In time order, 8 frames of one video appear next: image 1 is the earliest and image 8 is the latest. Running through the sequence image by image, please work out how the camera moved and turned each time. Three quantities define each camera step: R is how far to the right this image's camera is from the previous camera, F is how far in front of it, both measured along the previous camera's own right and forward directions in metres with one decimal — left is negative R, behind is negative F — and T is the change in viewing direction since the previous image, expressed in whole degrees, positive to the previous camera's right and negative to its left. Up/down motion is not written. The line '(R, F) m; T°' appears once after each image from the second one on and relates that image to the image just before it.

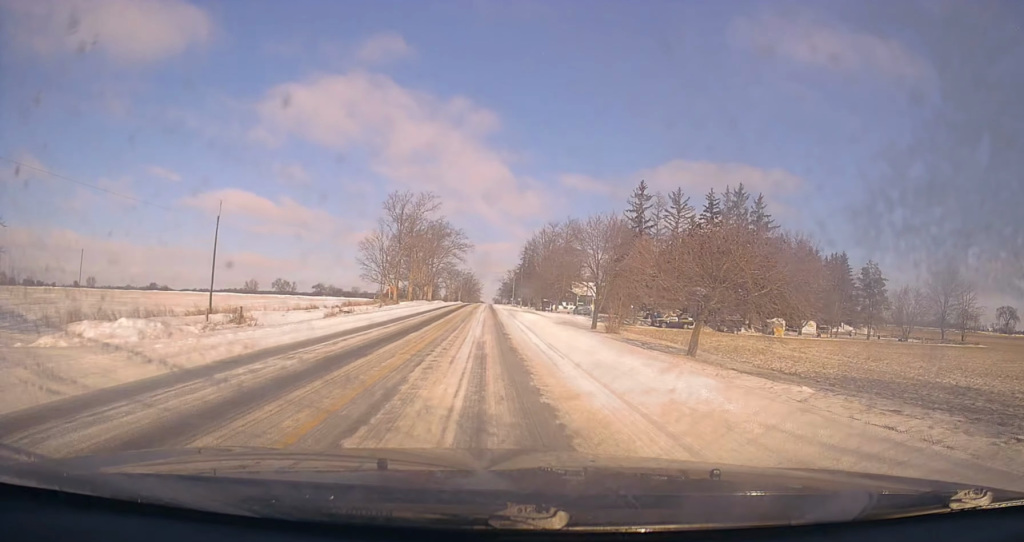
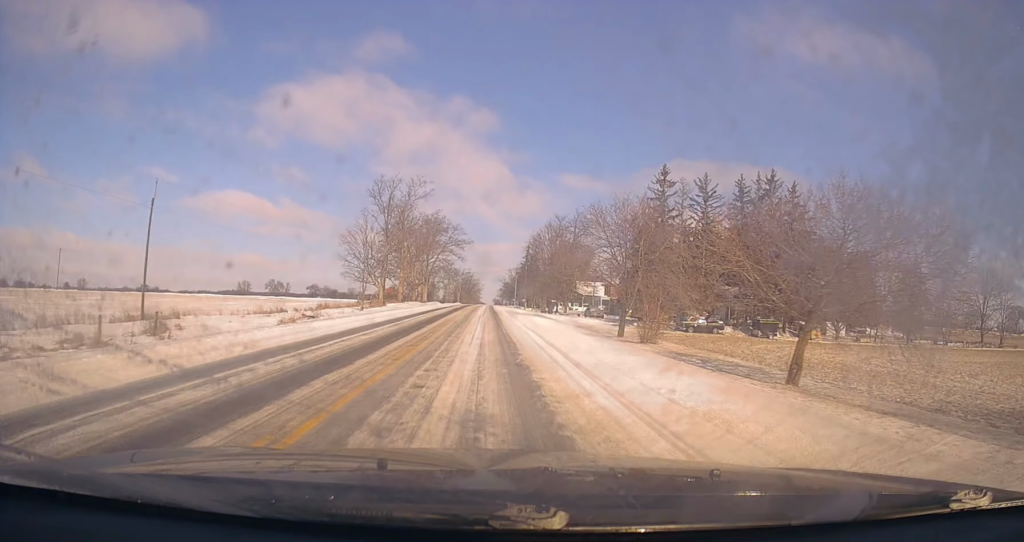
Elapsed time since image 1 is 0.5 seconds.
(0.0, +10.2) m; 0°
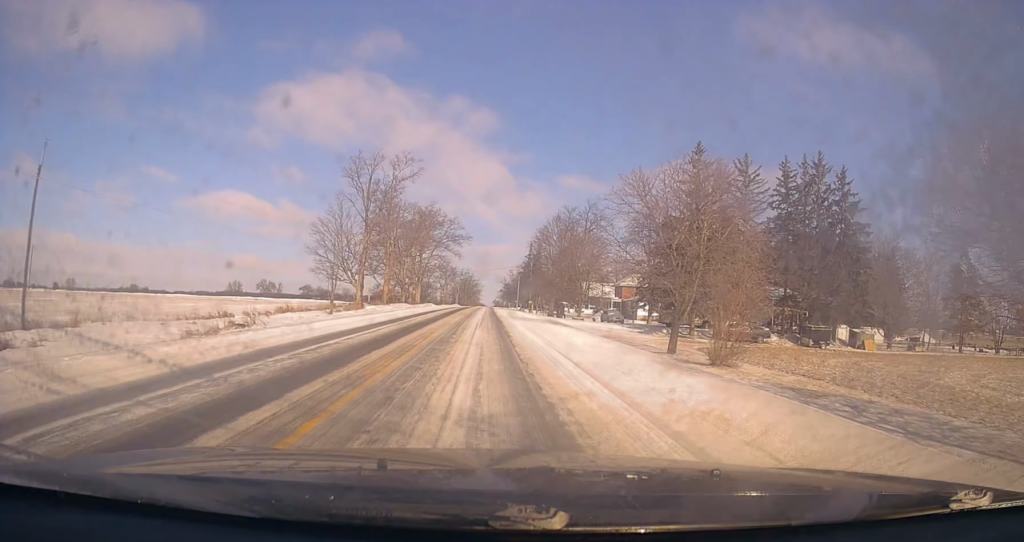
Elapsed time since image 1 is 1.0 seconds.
(-0.1, +11.6) m; -1°
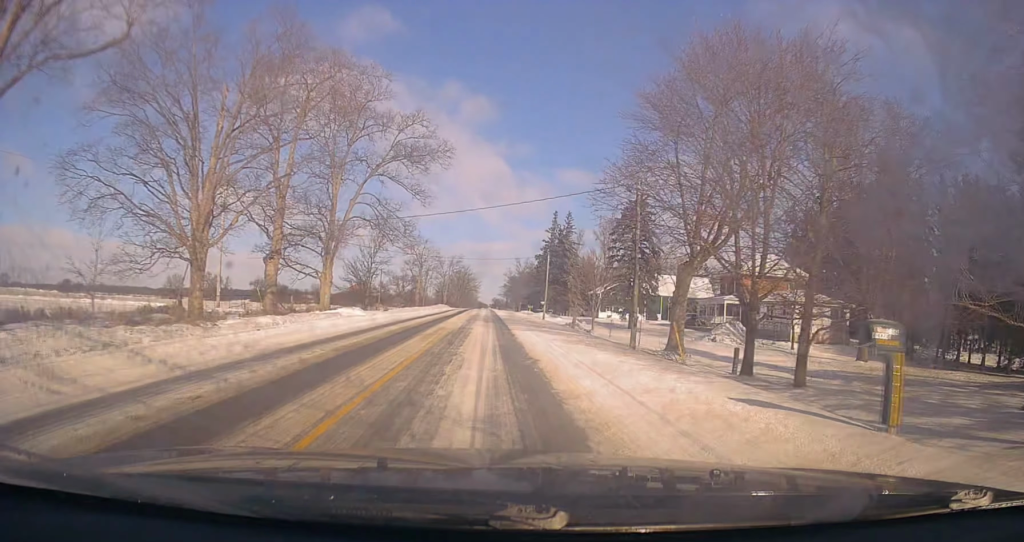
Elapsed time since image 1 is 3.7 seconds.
(-0.5, +59.1) m; -1°
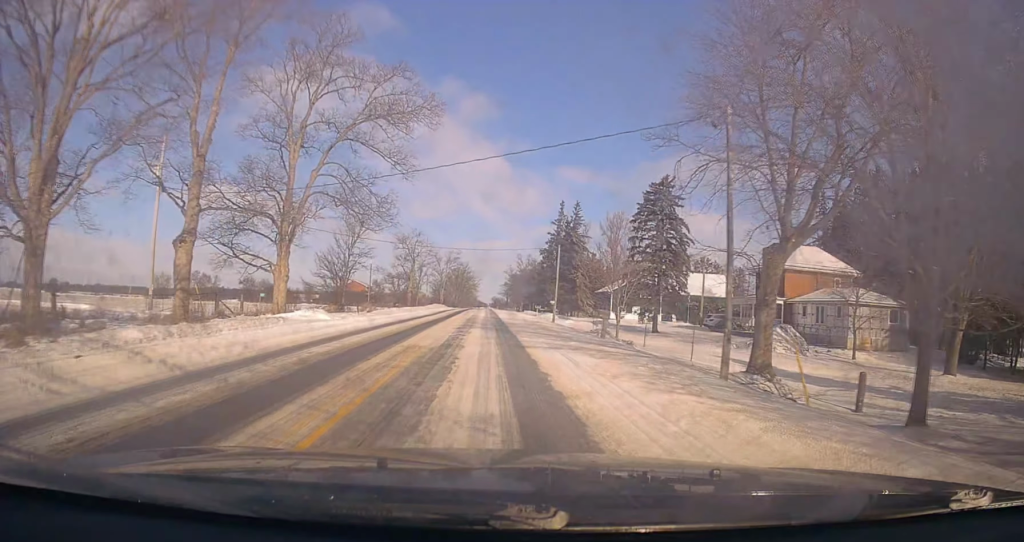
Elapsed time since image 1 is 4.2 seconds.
(-0.2, +10.4) m; +1°
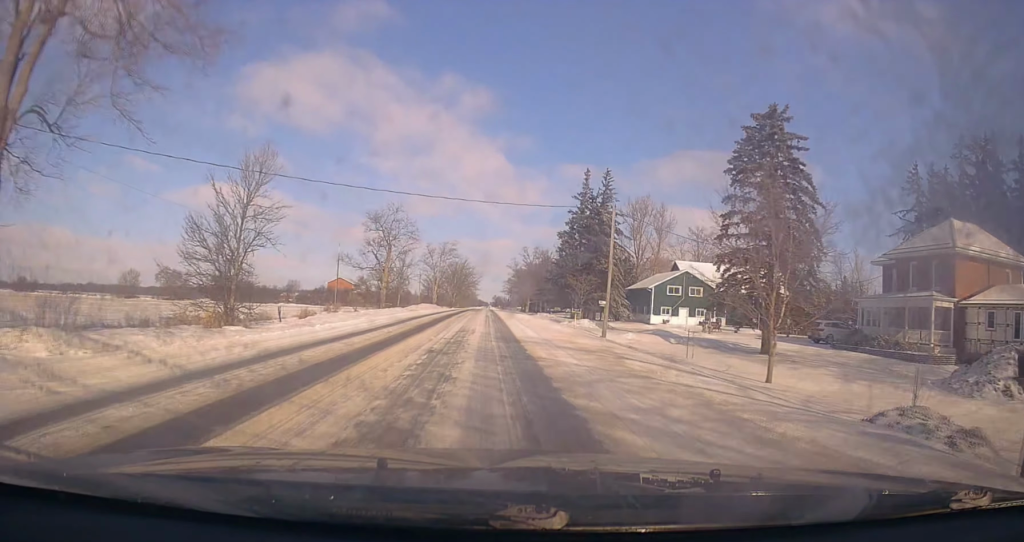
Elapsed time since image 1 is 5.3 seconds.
(+0.7, +23.3) m; 0°
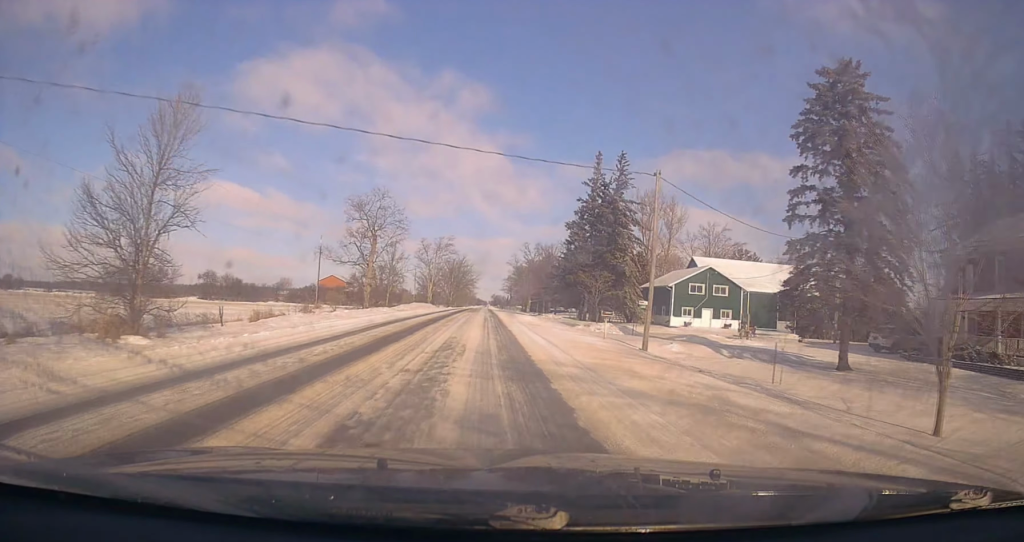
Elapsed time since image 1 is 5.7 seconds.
(0.0, +8.5) m; 0°
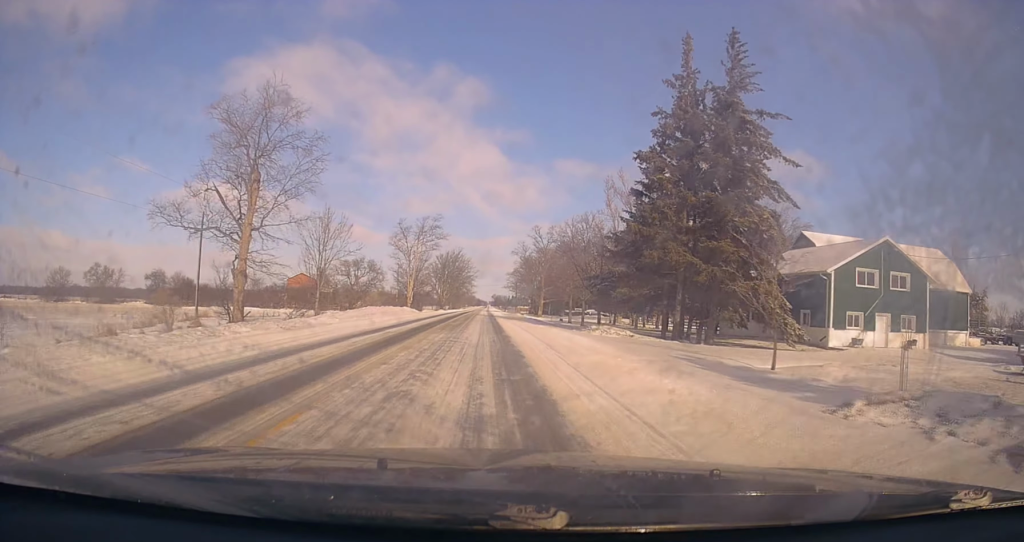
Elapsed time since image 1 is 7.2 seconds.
(-0.6, +31.1) m; 0°
